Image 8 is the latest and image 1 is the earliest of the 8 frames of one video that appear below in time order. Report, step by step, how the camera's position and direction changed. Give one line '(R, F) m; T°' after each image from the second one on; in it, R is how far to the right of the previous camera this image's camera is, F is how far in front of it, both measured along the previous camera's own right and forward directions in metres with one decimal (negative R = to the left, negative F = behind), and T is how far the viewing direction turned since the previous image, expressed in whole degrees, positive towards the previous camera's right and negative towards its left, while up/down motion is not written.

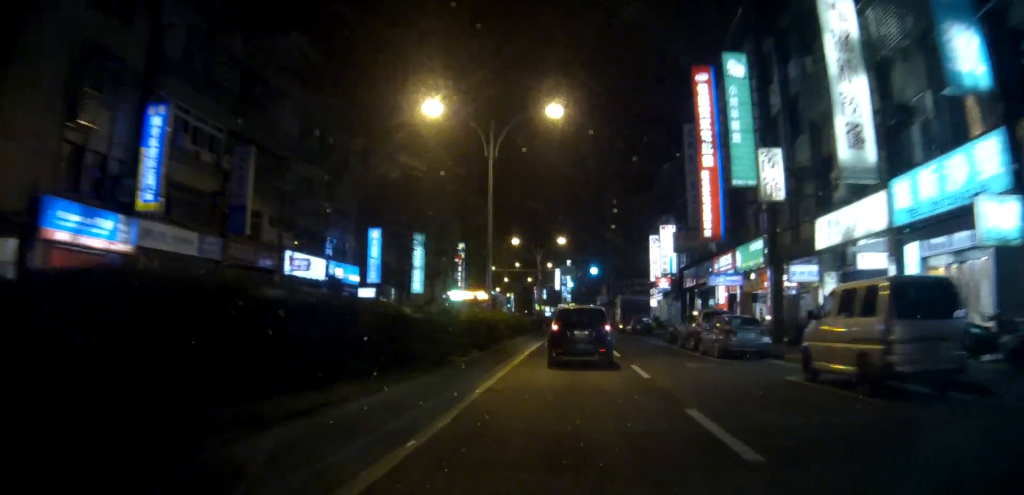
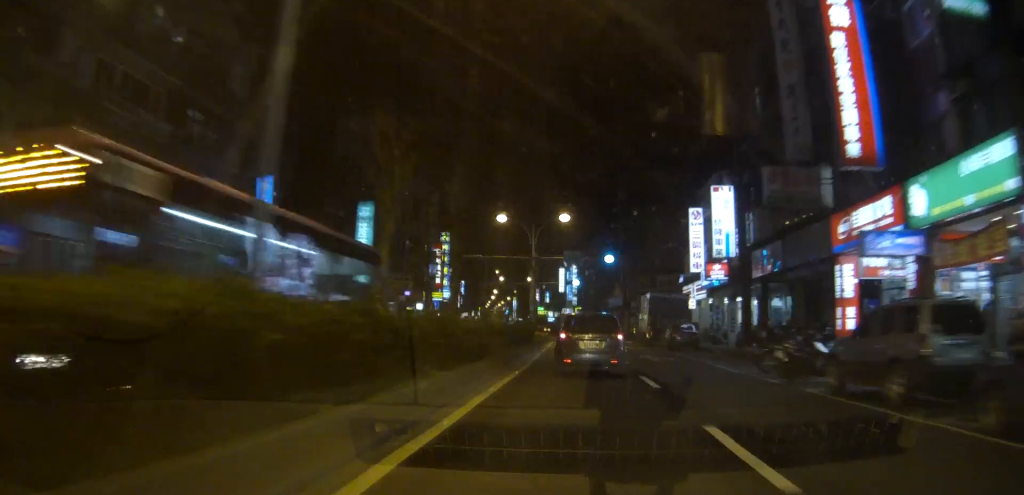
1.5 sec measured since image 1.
(-0.1, +18.6) m; 0°
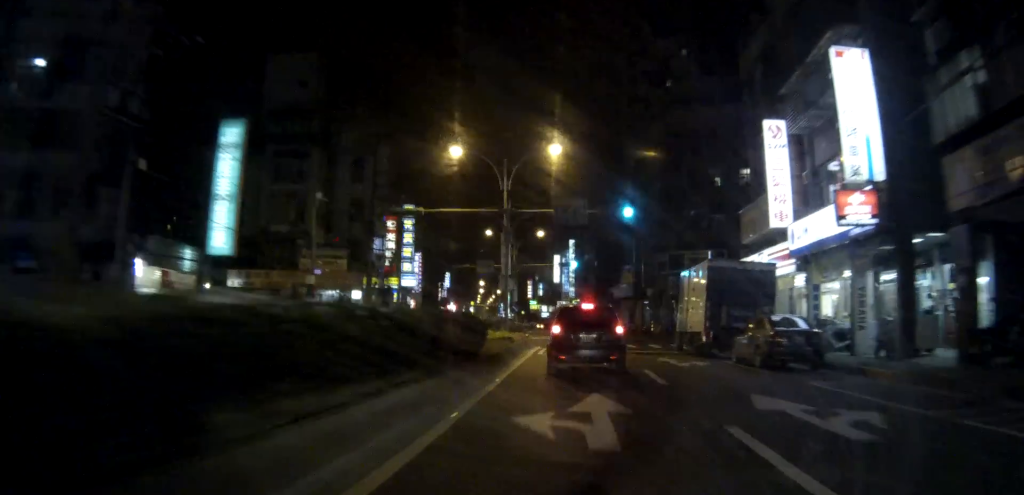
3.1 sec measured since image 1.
(0.0, +18.3) m; 0°
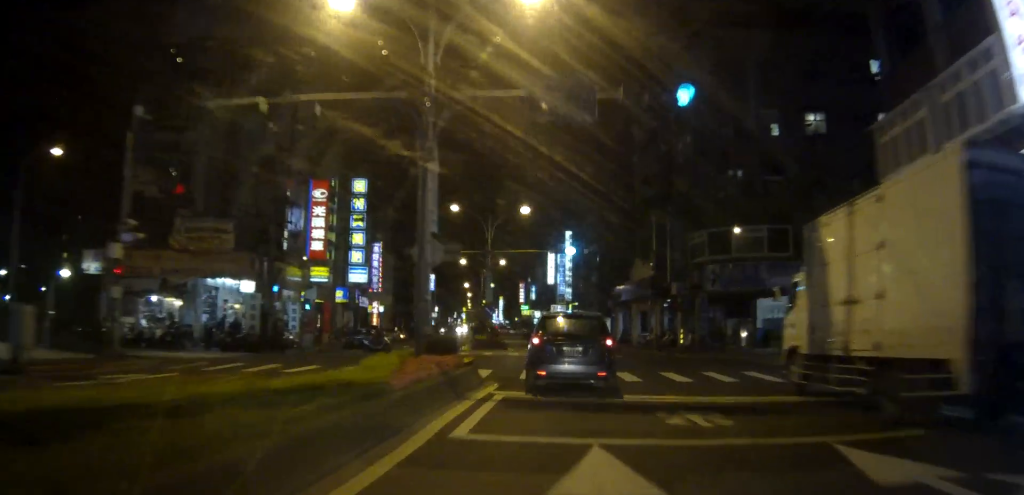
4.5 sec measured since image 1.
(0.0, +16.1) m; 0°
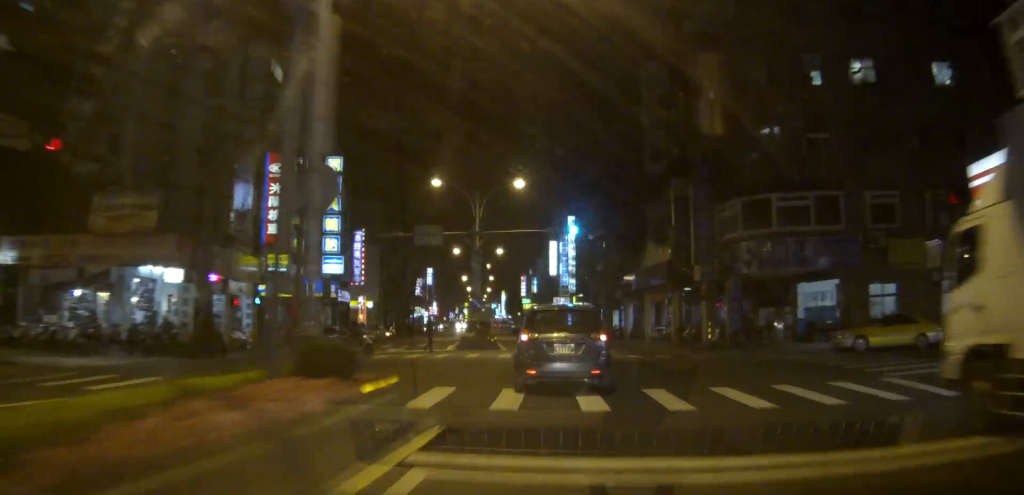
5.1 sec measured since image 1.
(0.0, +6.9) m; 0°
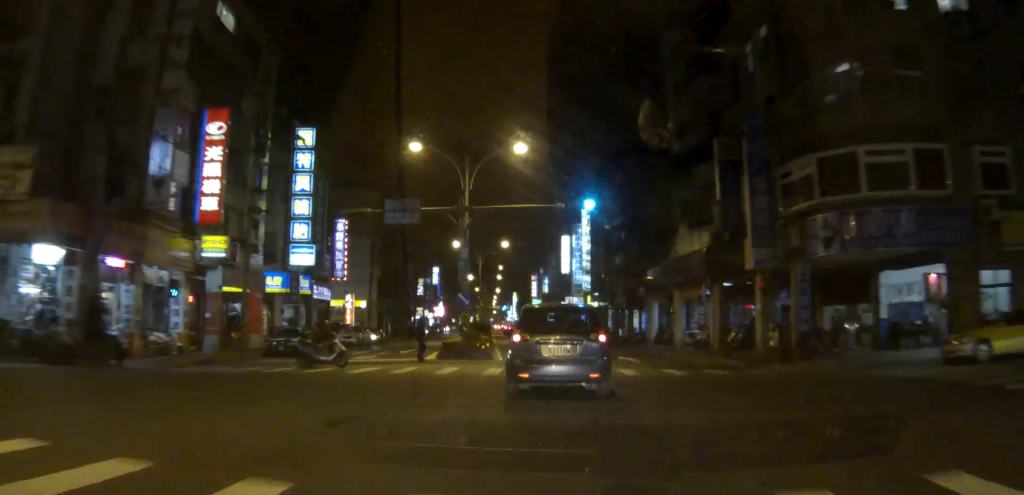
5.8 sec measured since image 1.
(0.0, +8.3) m; 0°
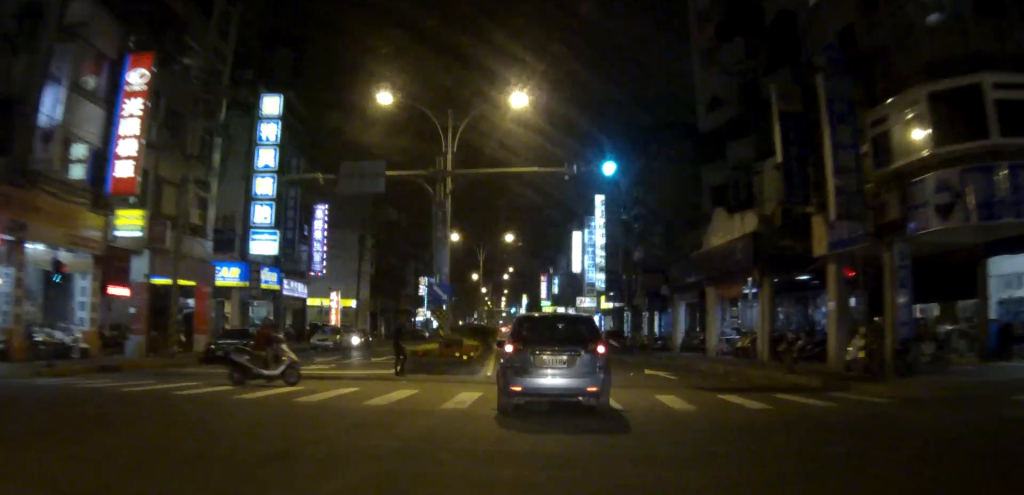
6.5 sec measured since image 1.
(0.0, +7.0) m; -1°
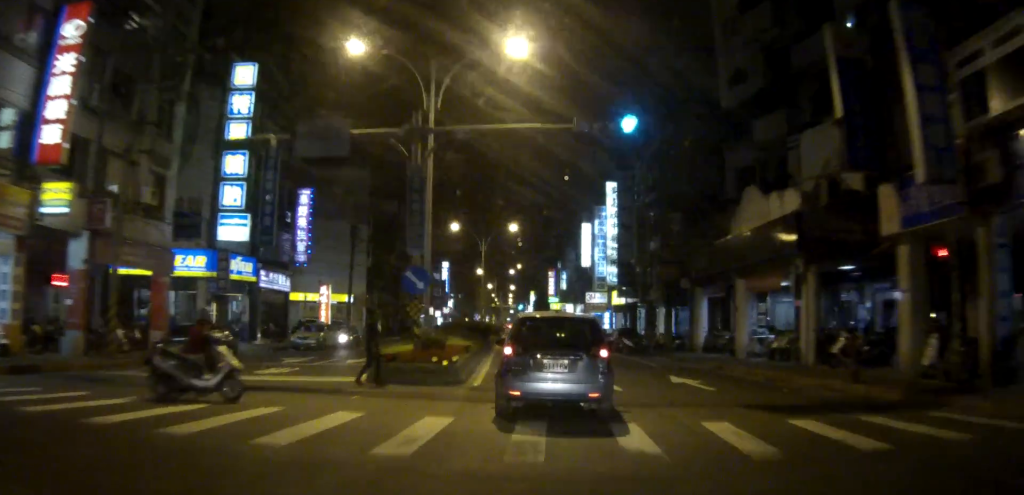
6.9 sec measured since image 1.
(+0.1, +4.4) m; -1°
